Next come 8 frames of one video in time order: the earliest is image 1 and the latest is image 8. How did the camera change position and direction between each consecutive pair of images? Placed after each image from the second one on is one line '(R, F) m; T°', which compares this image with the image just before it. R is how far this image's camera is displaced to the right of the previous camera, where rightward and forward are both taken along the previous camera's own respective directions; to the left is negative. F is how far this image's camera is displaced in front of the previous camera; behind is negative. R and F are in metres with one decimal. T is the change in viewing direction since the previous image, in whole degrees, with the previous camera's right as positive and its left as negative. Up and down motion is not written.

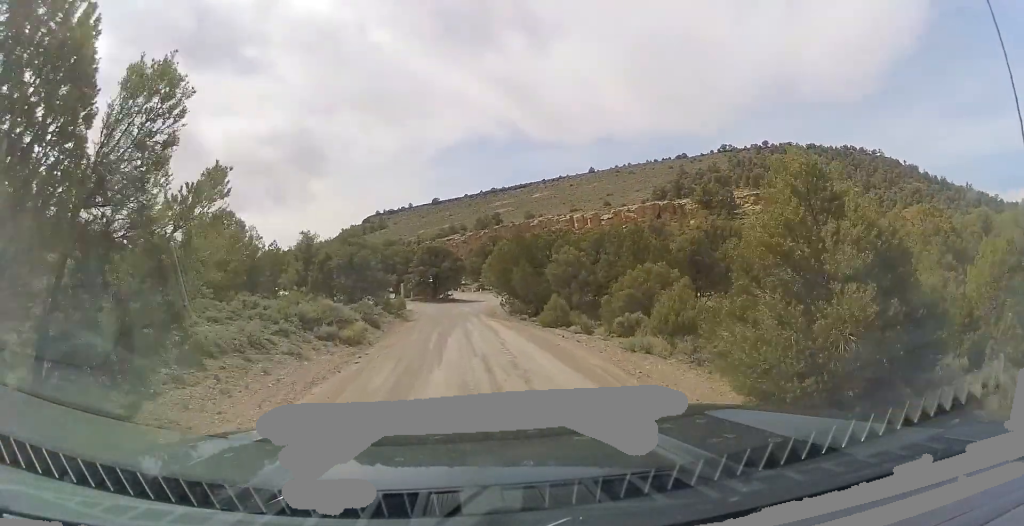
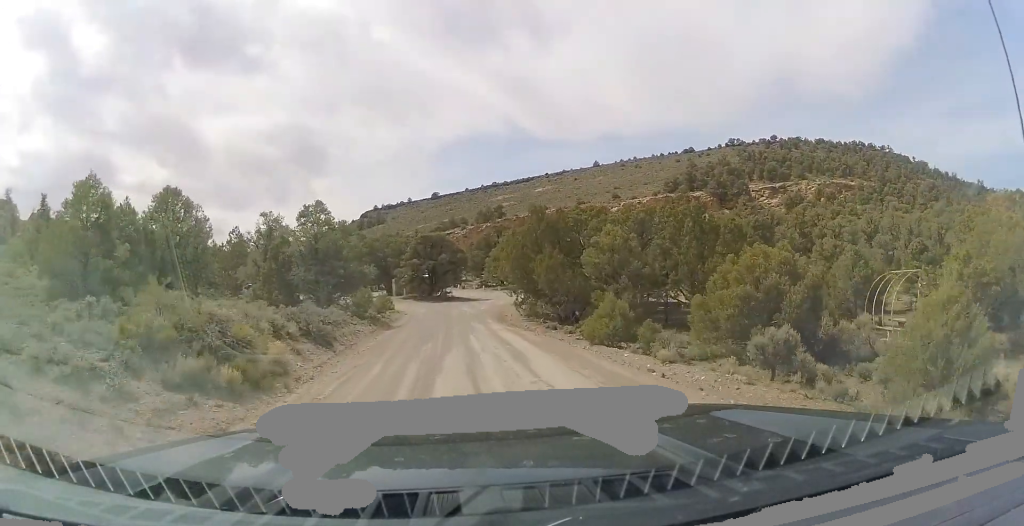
(+0.2, +9.1) m; +3°
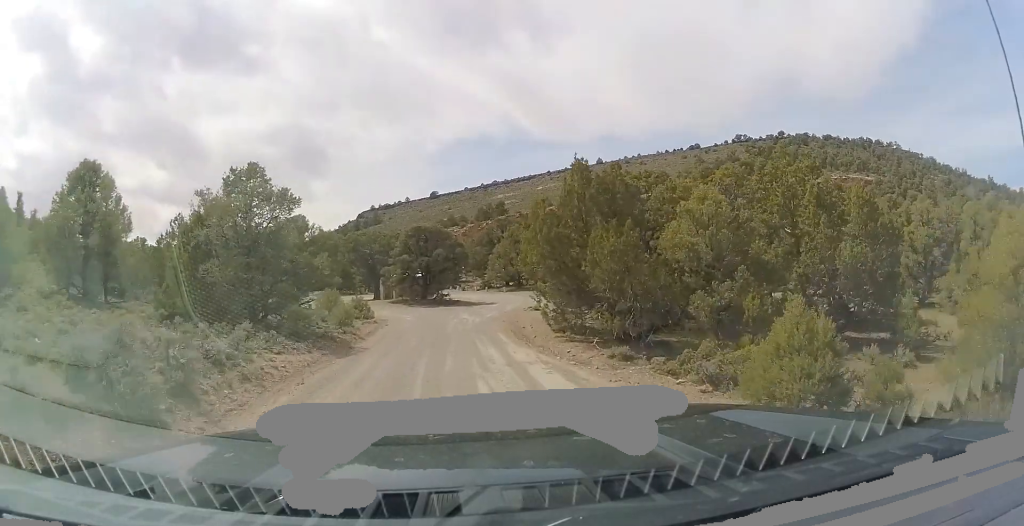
(-0.1, +9.1) m; -1°
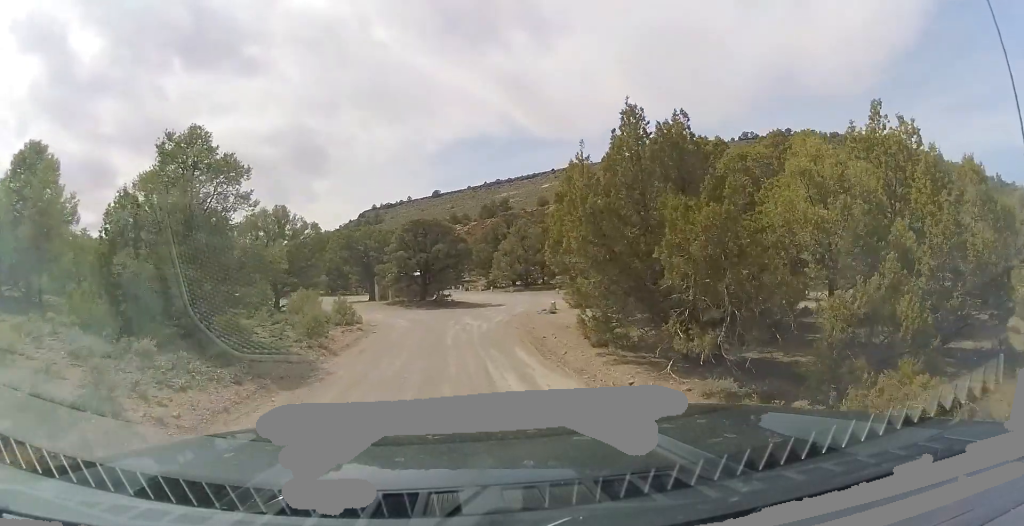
(0.0, +4.8) m; -3°
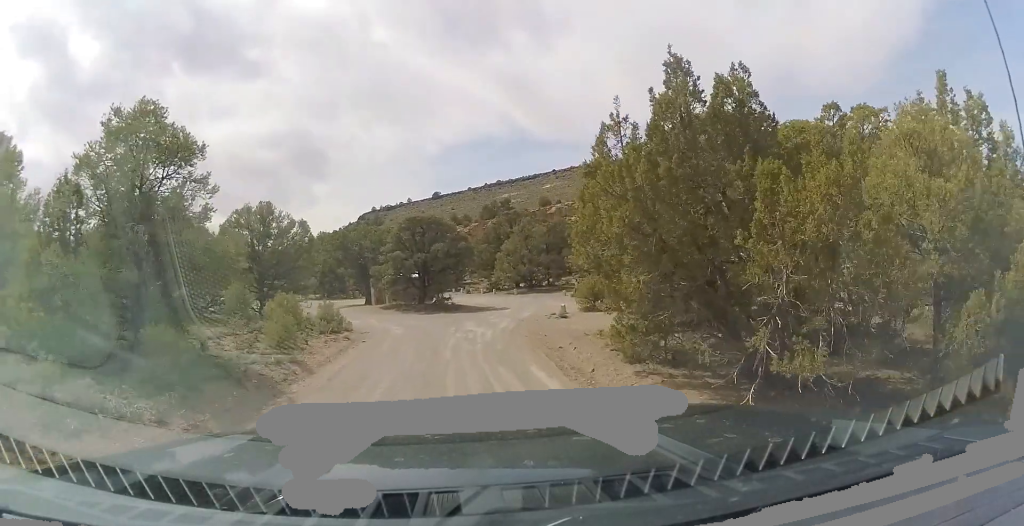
(-0.2, +2.6) m; -2°
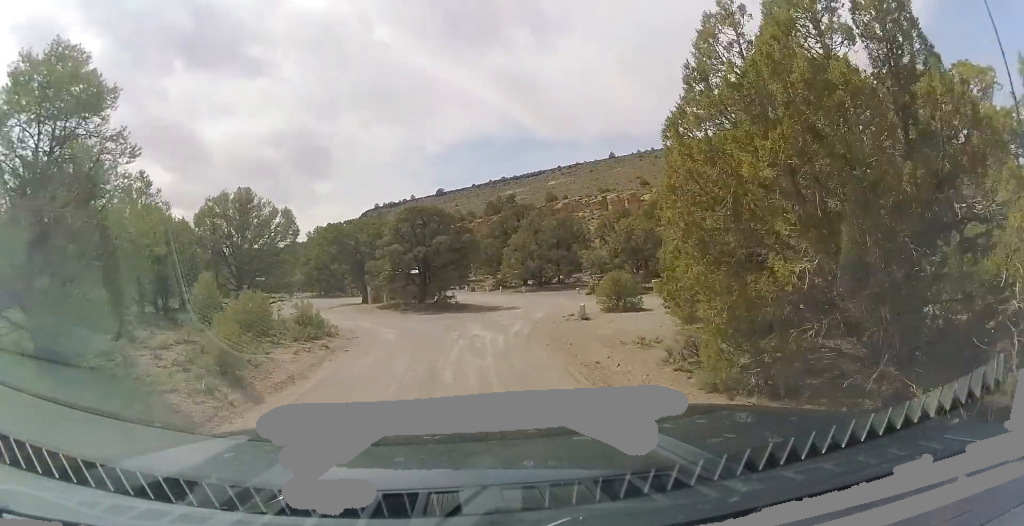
(-0.1, +3.6) m; -1°
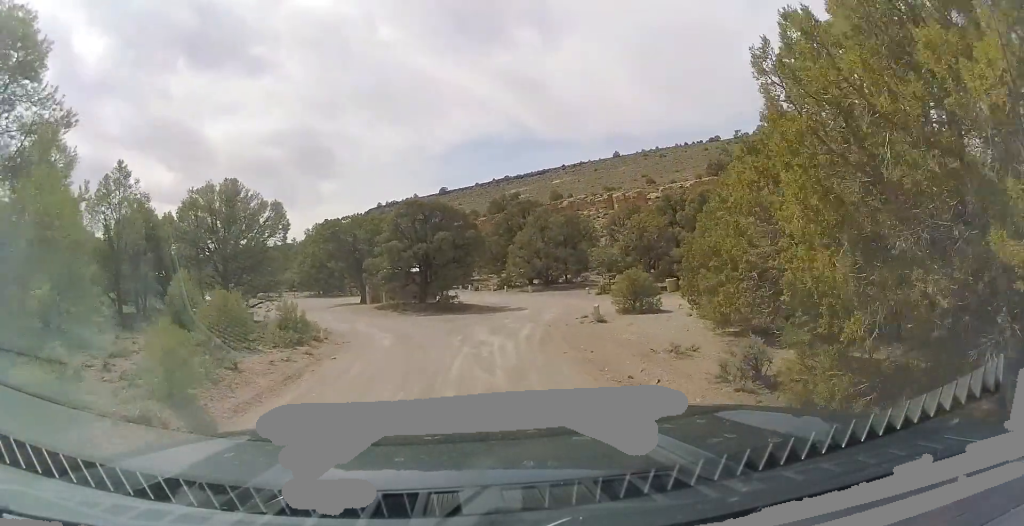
(0.0, +2.0) m; 0°
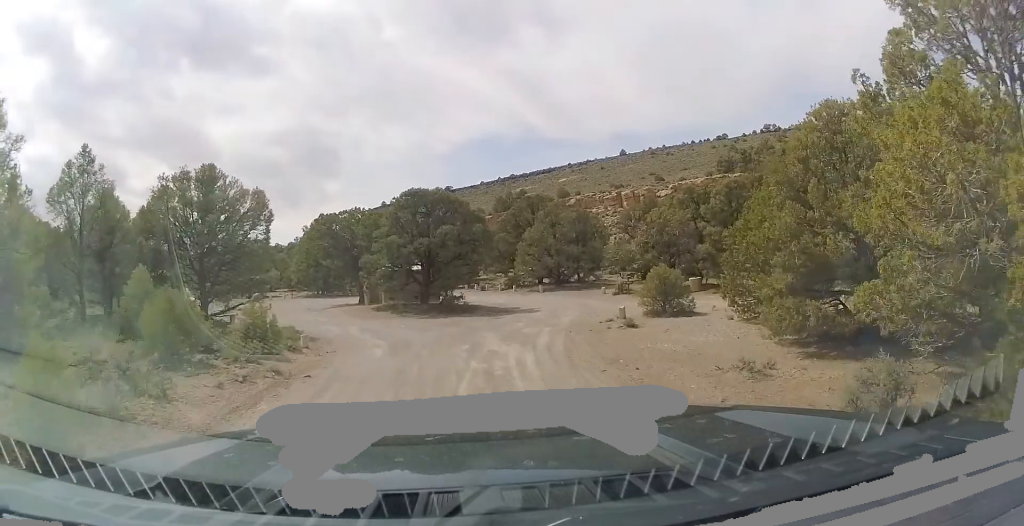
(0.0, +3.0) m; 0°
